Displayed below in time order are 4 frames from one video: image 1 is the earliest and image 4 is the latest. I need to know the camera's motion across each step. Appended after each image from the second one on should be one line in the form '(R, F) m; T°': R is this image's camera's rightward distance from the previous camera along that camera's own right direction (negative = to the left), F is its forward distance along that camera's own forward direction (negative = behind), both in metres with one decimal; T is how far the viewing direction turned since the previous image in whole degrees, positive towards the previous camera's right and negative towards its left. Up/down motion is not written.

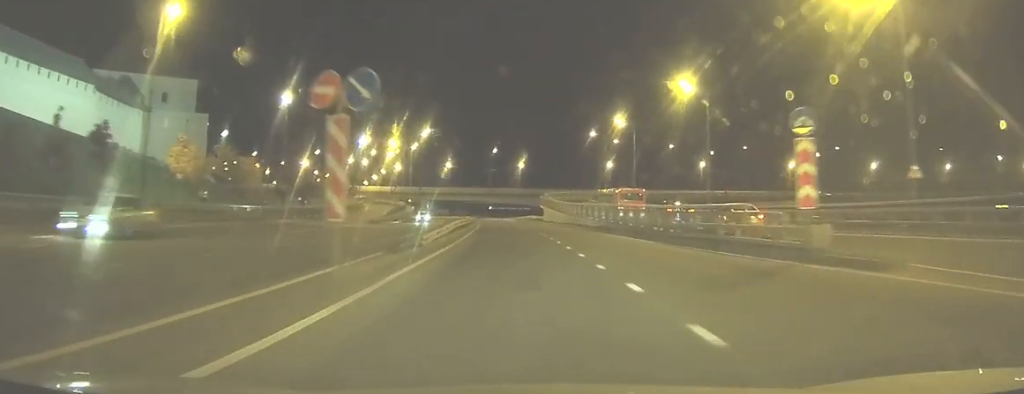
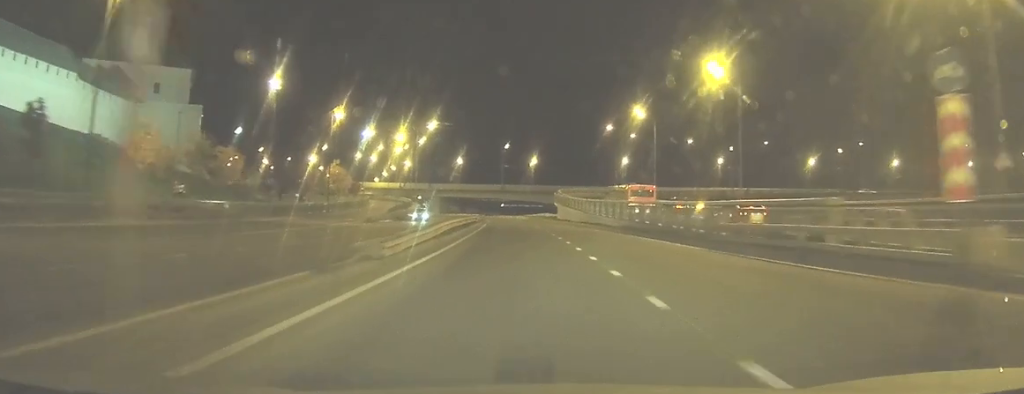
(-0.1, +5.9) m; -2°
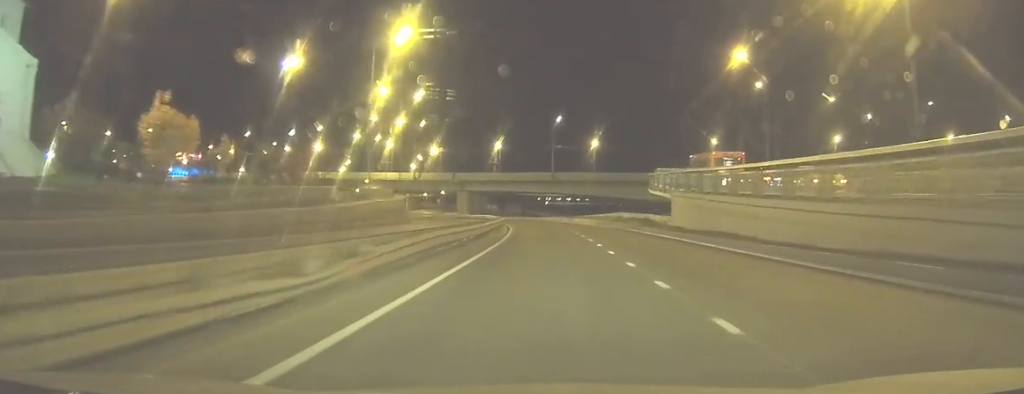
(-3.1, +48.7) m; -5°
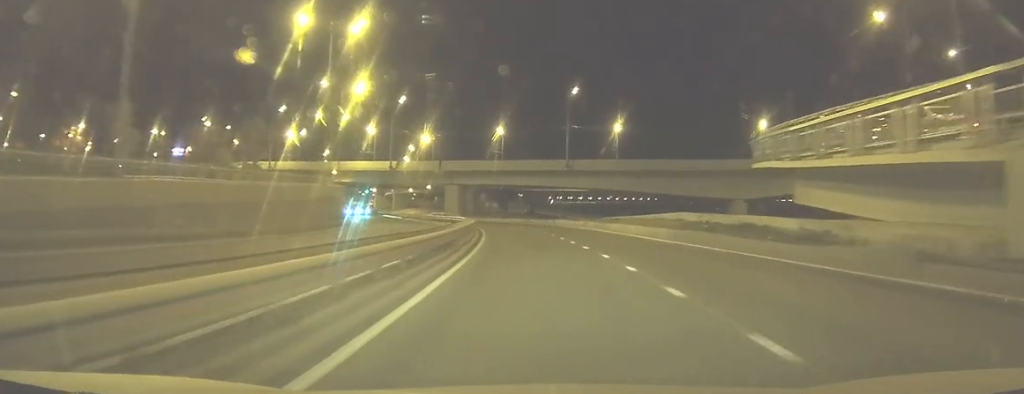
(-0.1, +25.8) m; -1°
